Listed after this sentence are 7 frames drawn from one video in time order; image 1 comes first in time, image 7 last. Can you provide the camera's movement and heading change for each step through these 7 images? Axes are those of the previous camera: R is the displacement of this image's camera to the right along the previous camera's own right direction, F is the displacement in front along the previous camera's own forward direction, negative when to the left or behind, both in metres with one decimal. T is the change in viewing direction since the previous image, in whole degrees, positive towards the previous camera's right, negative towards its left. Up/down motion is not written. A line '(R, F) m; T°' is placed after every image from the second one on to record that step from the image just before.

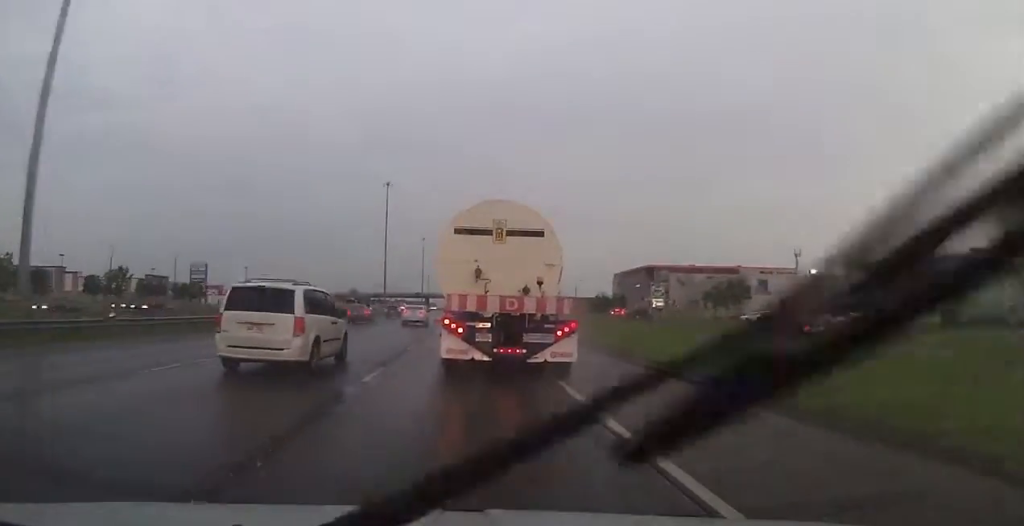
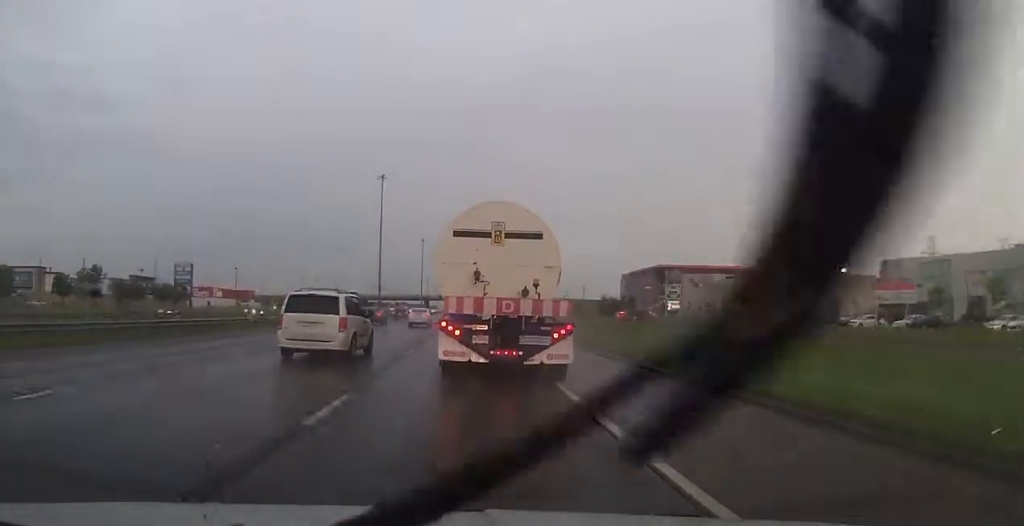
(+0.1, +11.6) m; +1°
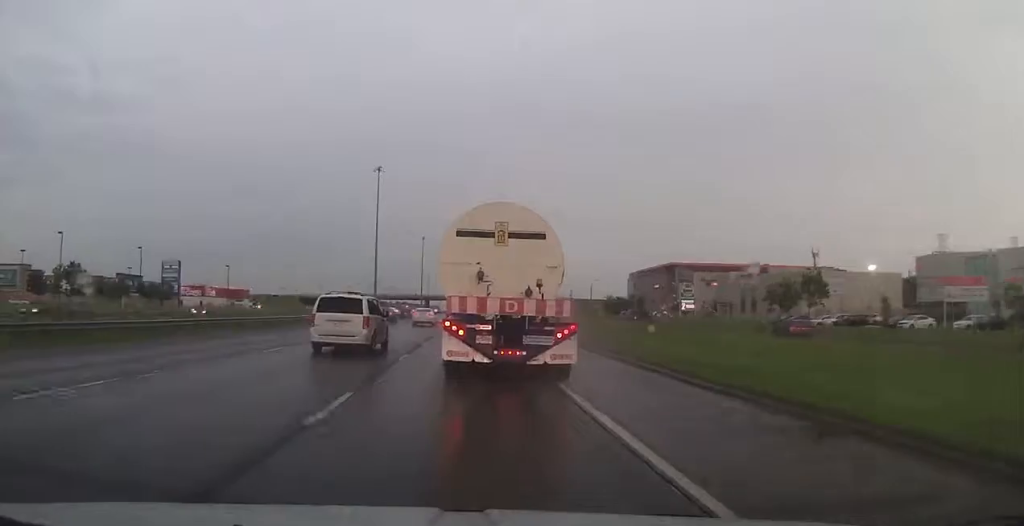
(+0.1, +9.1) m; 0°
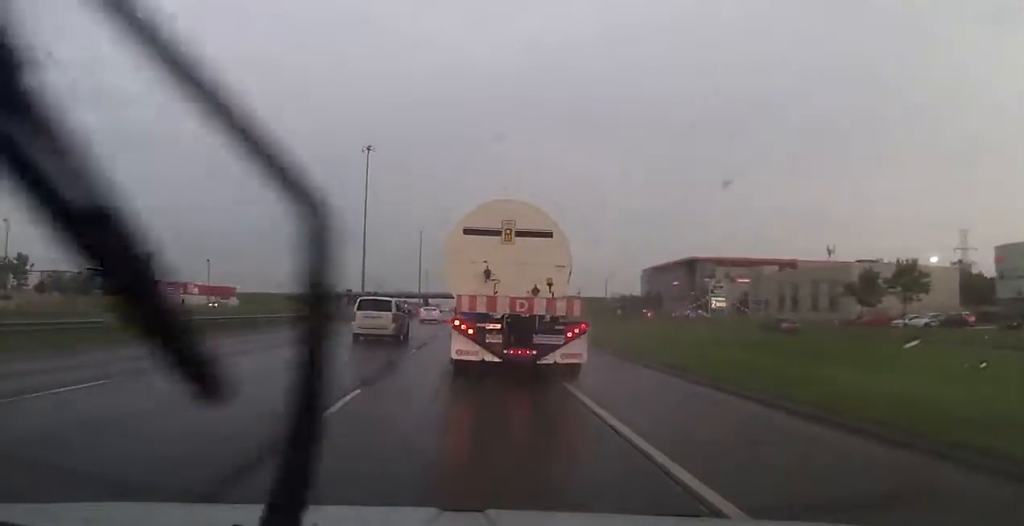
(0.0, +17.5) m; -1°
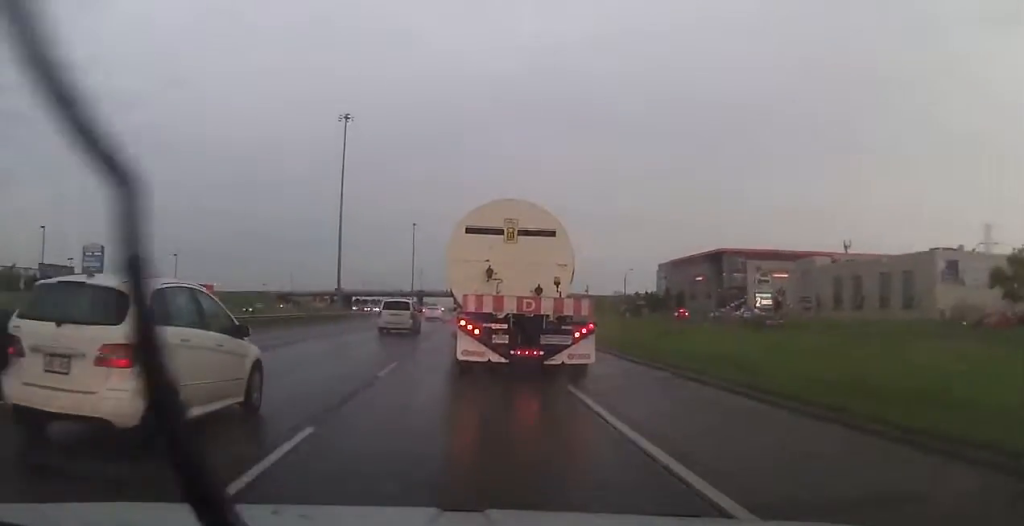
(-0.3, +21.3) m; -1°
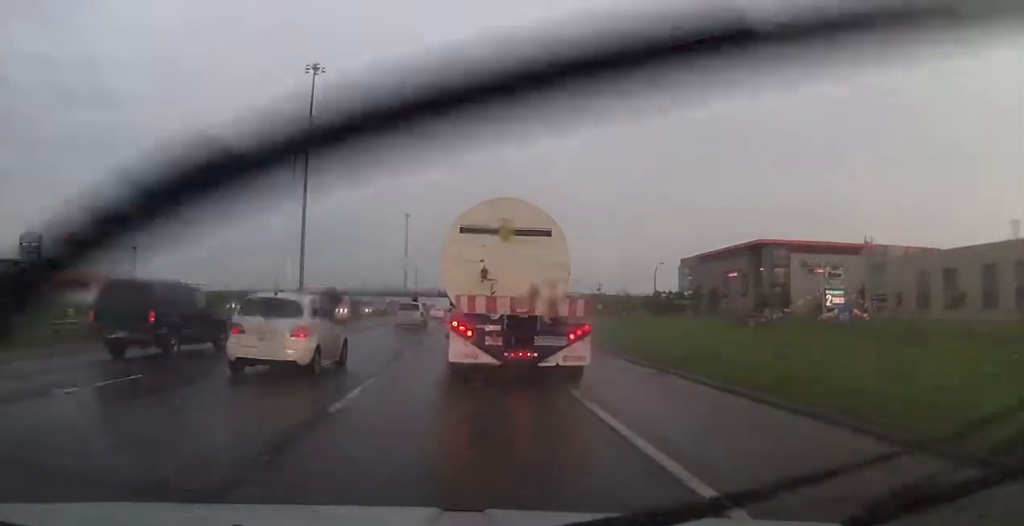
(0.0, +22.5) m; +1°
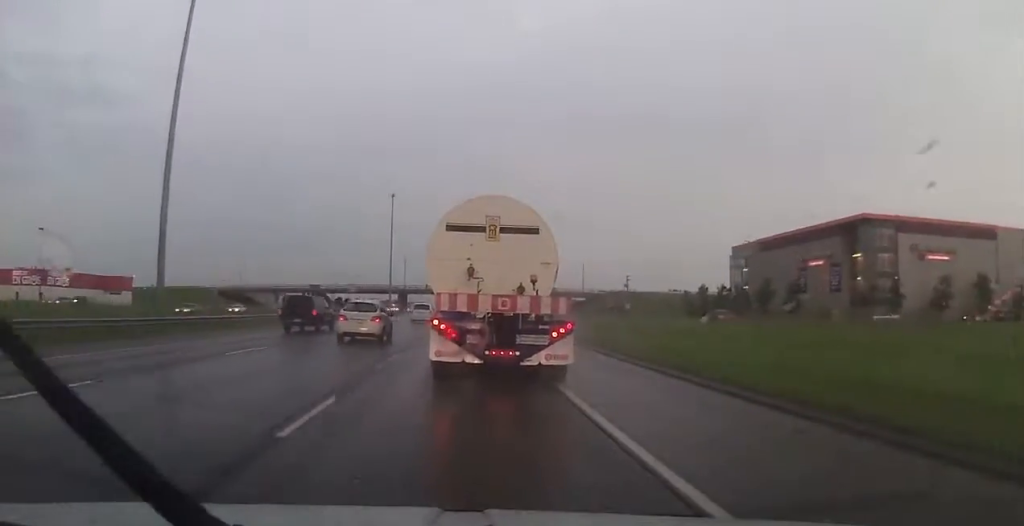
(+0.6, +38.2) m; 0°
